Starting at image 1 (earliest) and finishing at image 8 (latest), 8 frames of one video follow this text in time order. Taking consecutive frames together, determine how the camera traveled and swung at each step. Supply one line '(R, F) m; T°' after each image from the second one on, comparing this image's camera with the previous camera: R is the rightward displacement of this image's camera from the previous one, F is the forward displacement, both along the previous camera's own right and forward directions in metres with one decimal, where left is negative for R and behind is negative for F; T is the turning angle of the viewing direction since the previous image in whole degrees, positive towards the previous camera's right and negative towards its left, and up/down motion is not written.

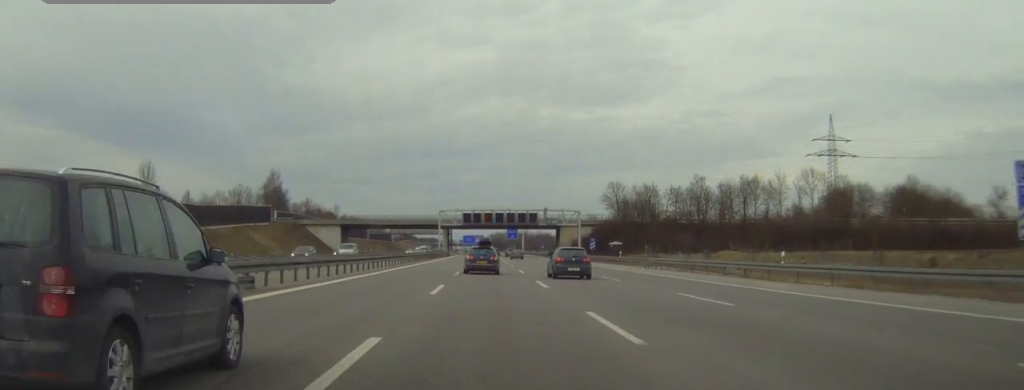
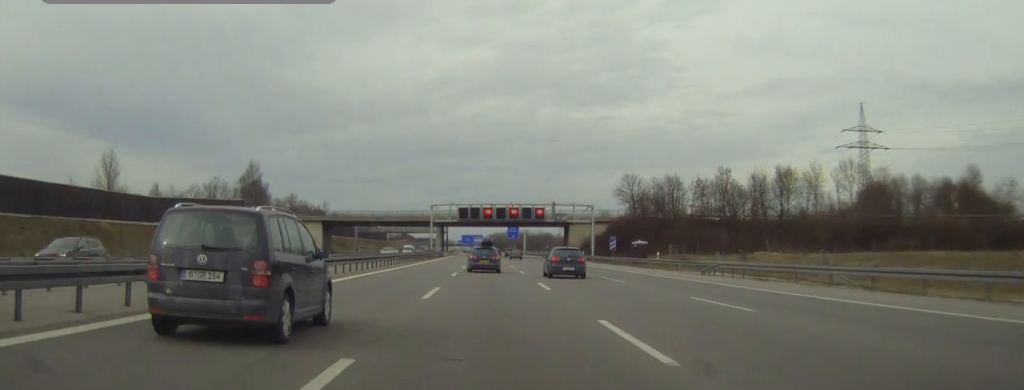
(+0.1, +20.8) m; 0°
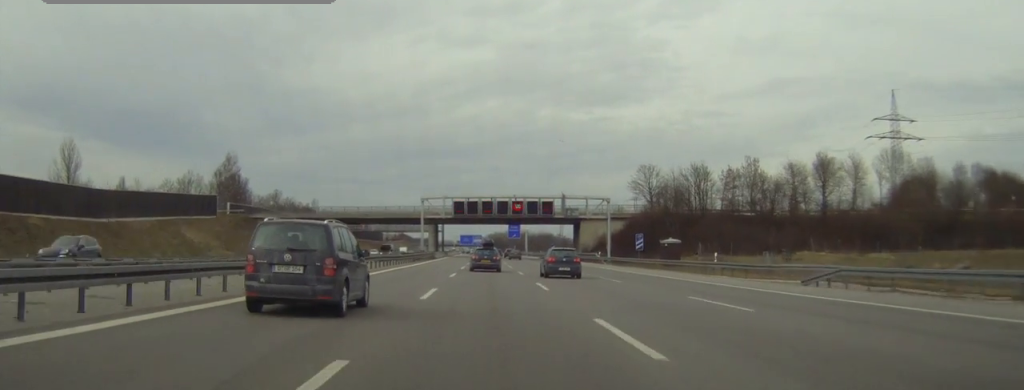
(+0.2, +18.2) m; 0°
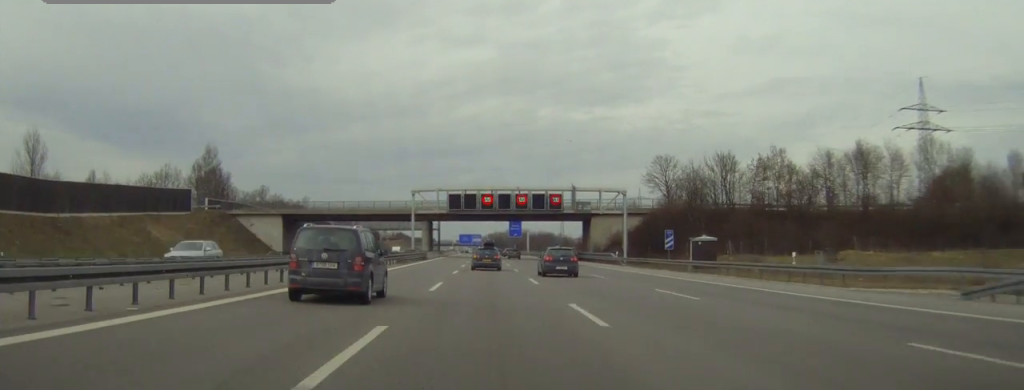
(-0.1, +14.2) m; 0°
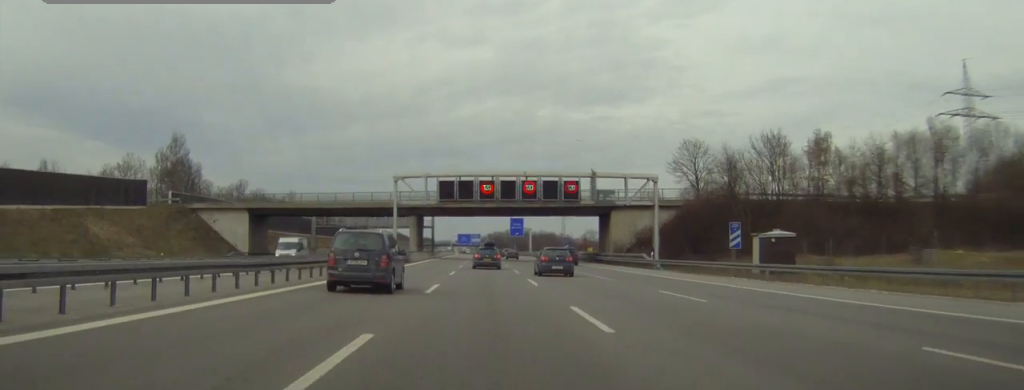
(-0.1, +19.4) m; 0°
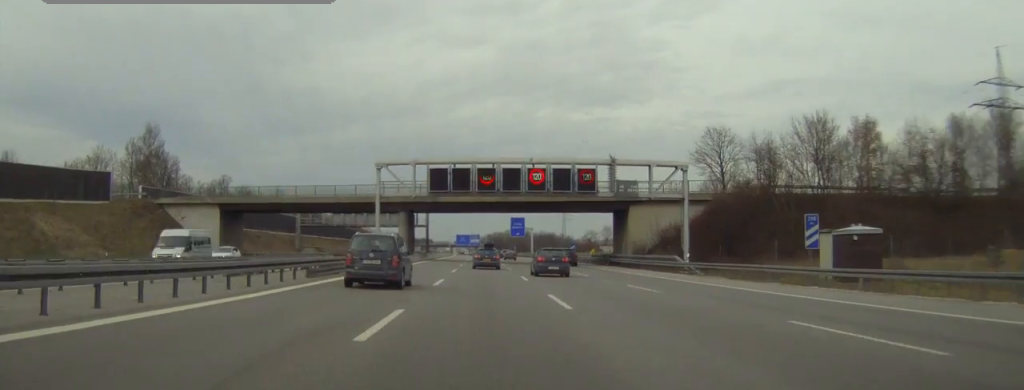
(0.0, +12.9) m; 0°
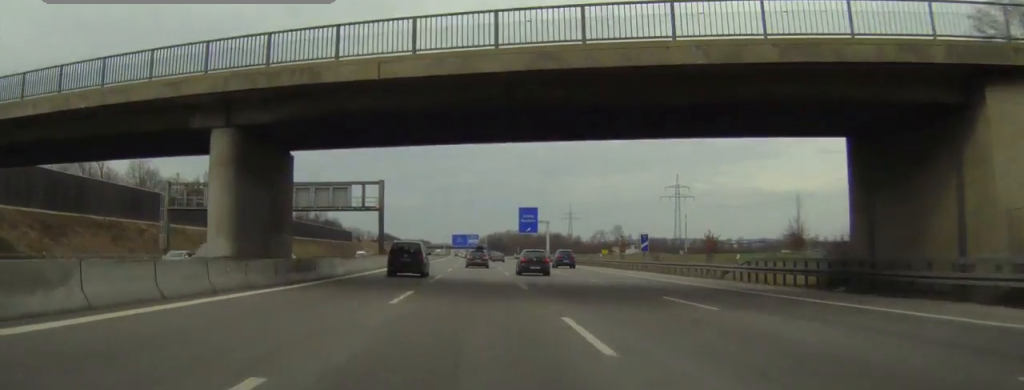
(+0.3, +64.4) m; 0°
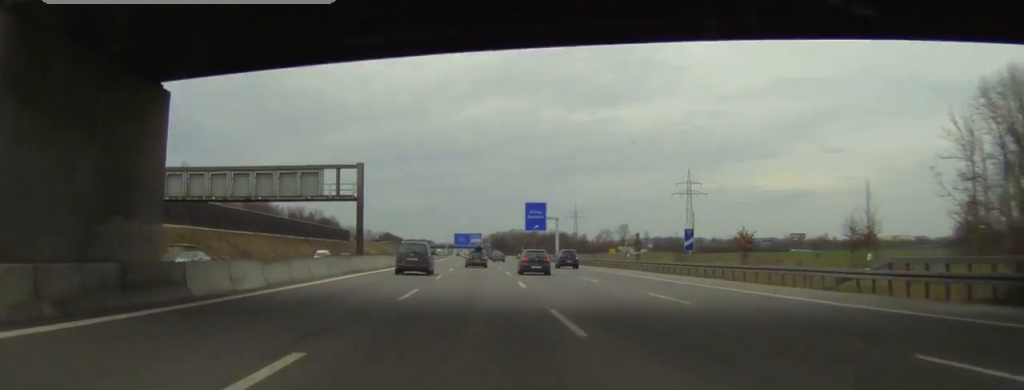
(-0.4, +15.5) m; 0°
